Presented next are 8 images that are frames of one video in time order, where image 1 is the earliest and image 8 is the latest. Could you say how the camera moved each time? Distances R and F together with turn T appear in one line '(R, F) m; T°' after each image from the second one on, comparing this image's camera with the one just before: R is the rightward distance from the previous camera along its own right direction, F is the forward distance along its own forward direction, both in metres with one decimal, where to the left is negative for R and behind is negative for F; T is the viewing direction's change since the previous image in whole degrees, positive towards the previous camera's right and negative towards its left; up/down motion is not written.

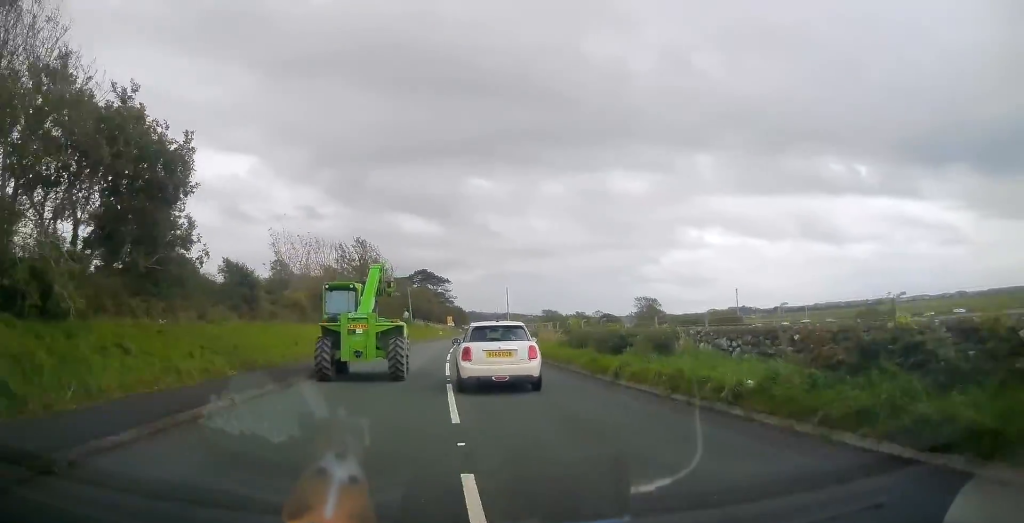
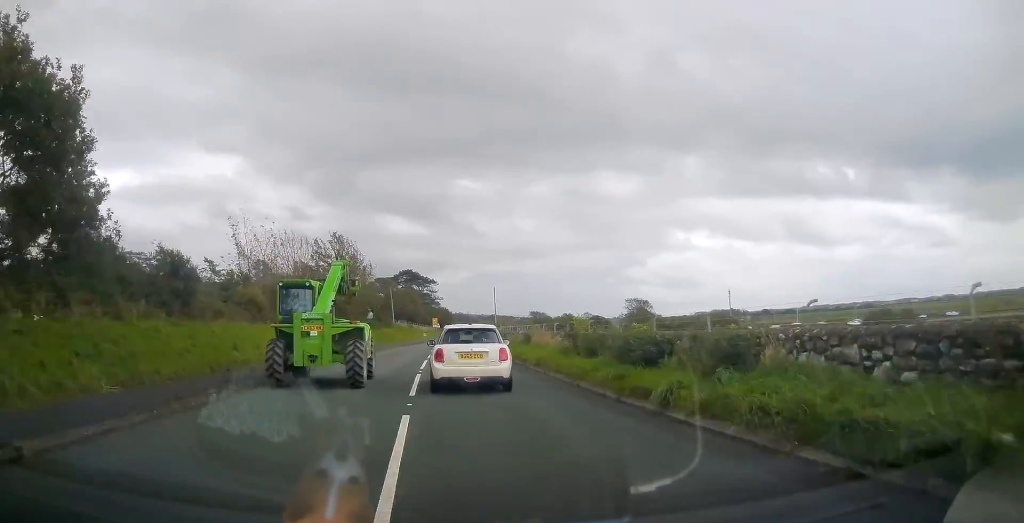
(+0.2, +4.9) m; +1°
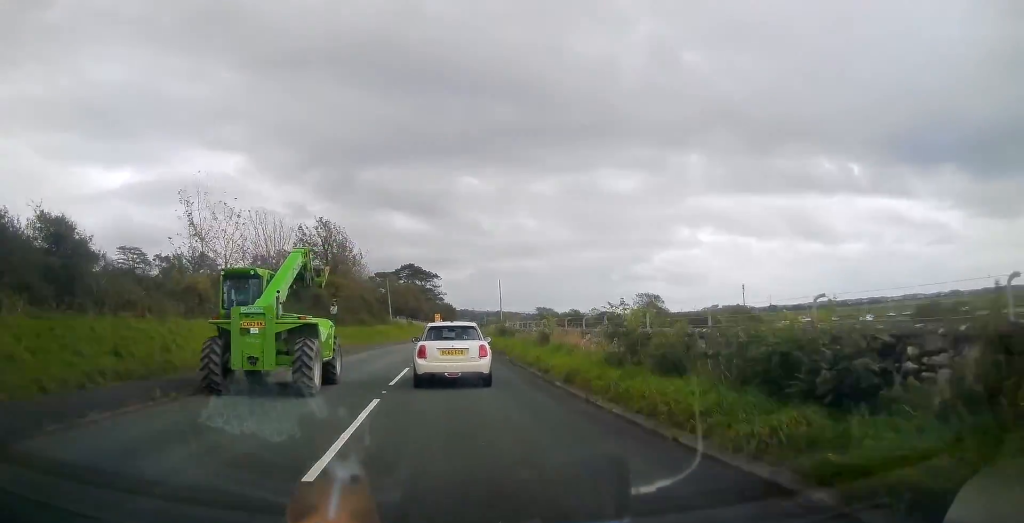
(+0.1, +7.0) m; +1°
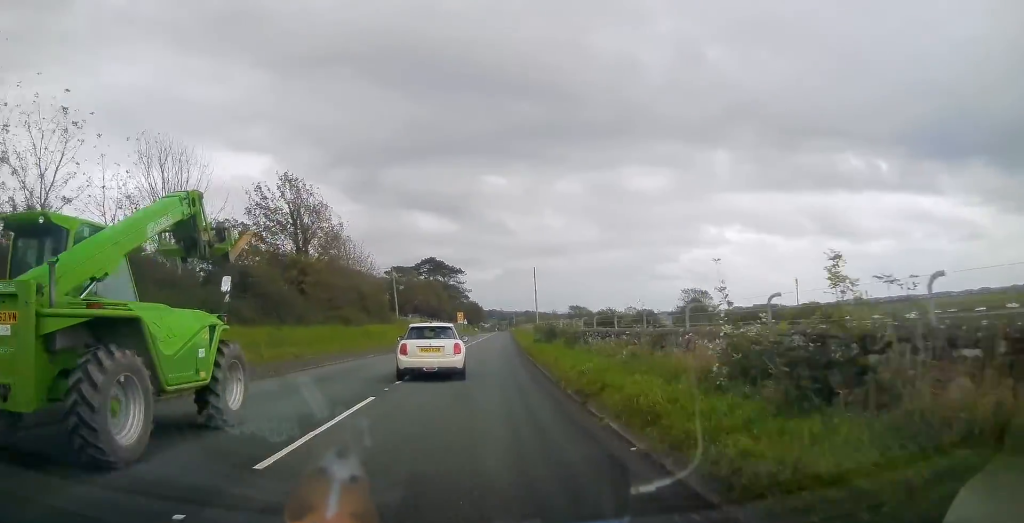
(0.0, +17.3) m; -1°
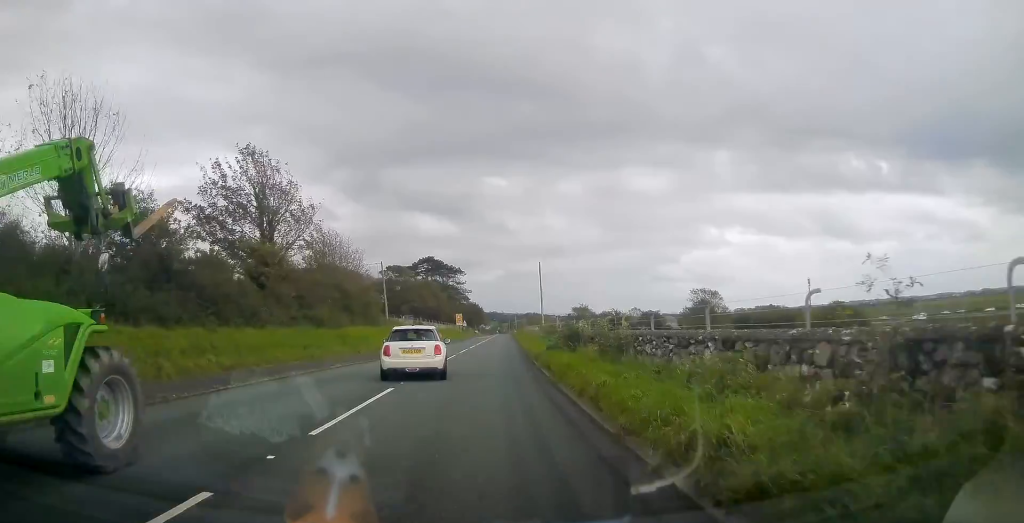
(0.0, +6.6) m; 0°
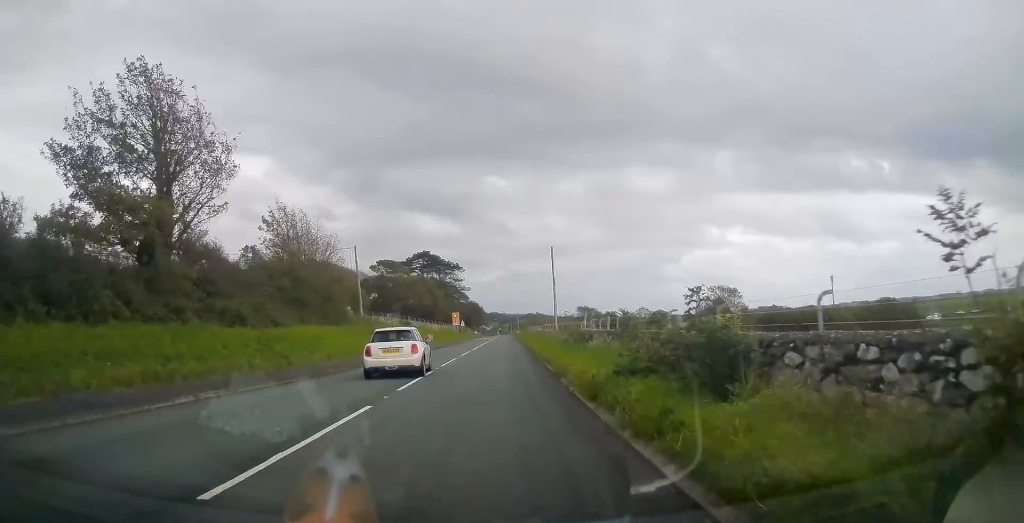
(-0.1, +11.7) m; 0°
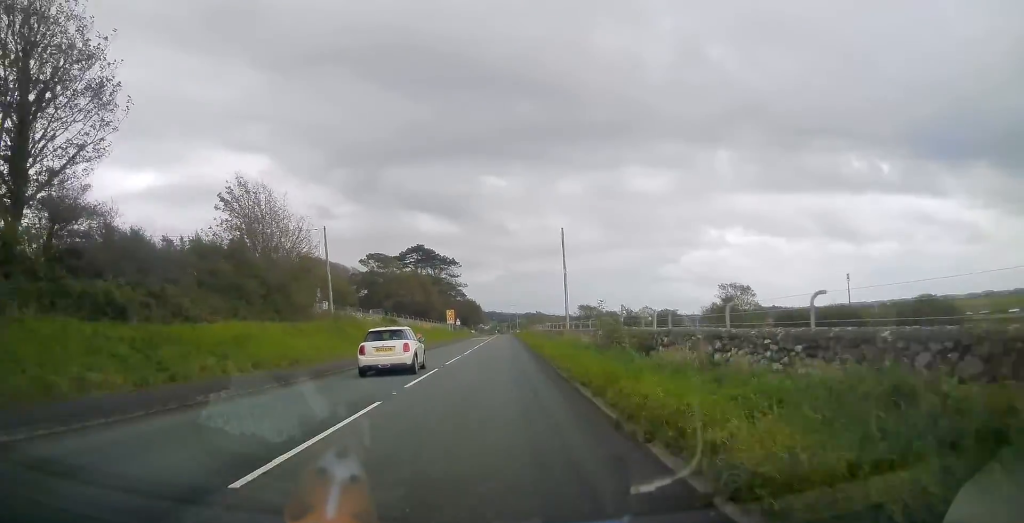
(0.0, +8.5) m; 0°
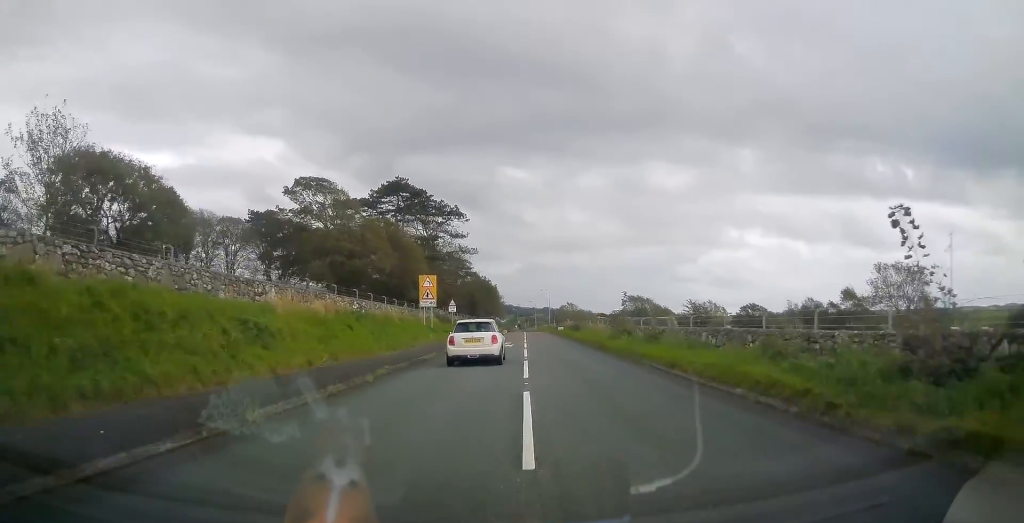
(-0.5, +53.3) m; -1°
